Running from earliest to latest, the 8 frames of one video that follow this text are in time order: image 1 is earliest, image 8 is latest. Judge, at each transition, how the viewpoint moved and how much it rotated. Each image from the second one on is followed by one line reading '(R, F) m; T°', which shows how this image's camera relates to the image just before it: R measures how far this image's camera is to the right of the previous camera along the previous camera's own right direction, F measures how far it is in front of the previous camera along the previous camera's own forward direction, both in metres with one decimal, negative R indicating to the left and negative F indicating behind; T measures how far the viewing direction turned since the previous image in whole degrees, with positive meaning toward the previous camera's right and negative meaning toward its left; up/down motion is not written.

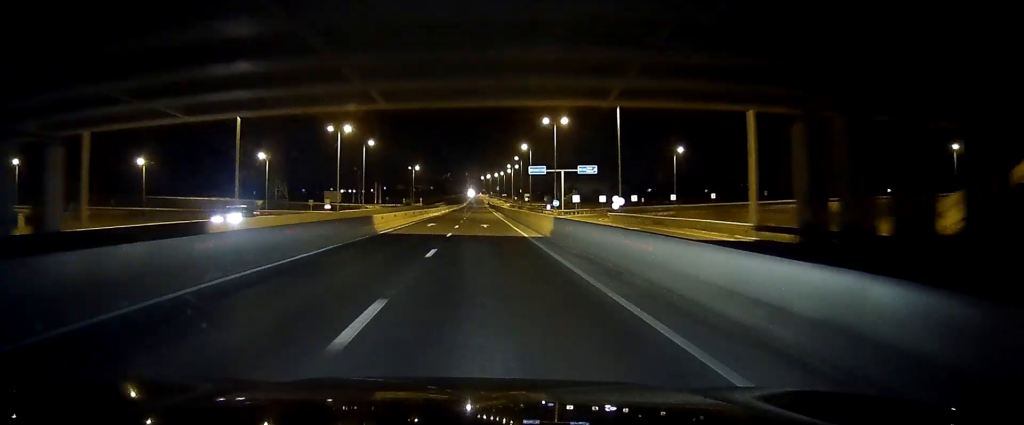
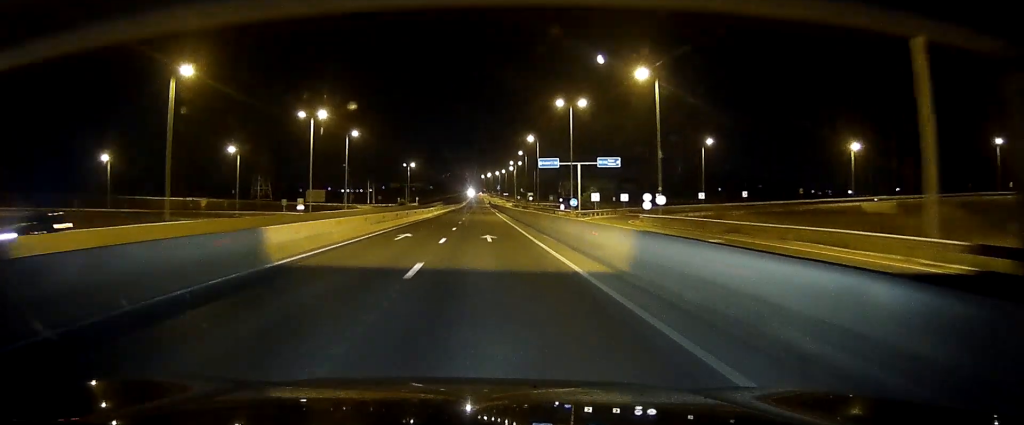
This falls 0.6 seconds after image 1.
(-0.1, +16.5) m; 0°
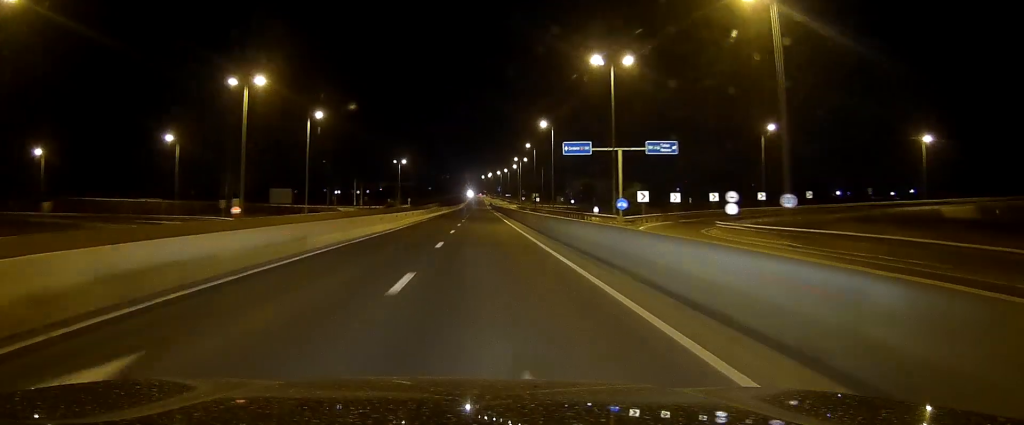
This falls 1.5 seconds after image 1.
(+0.1, +26.1) m; 0°
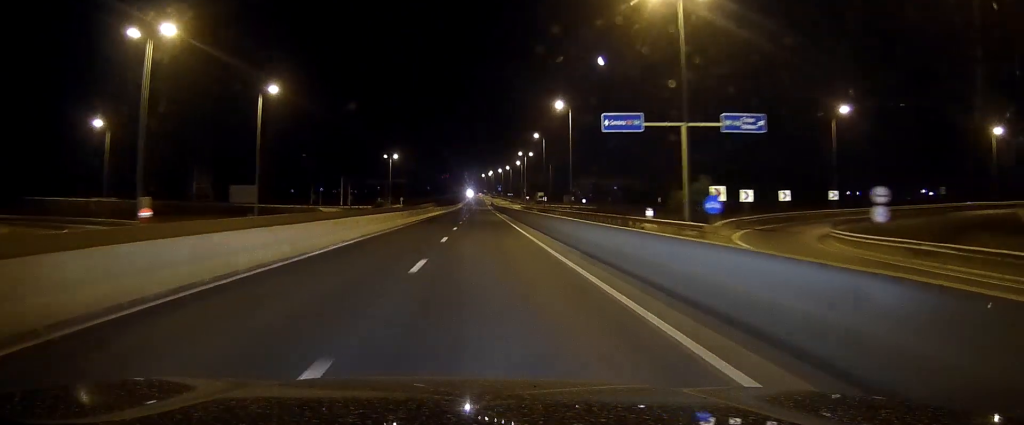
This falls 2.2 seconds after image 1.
(0.0, +20.4) m; 0°
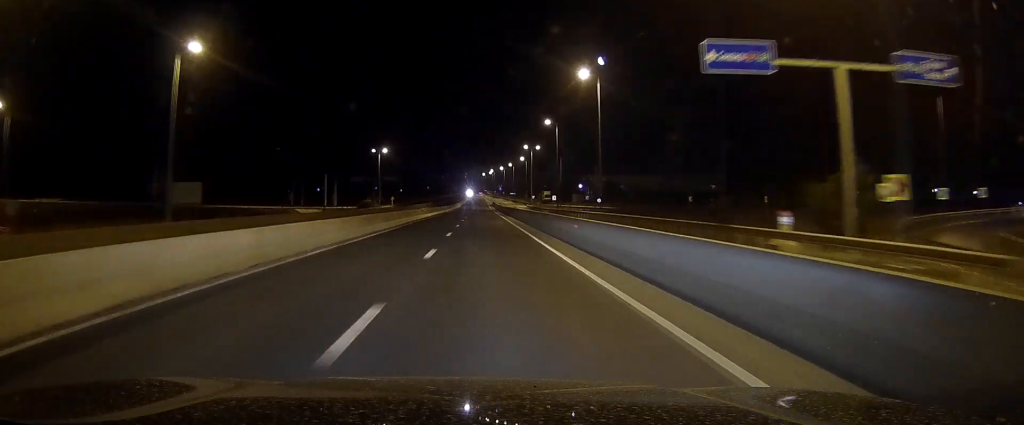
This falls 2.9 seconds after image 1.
(0.0, +20.4) m; 0°
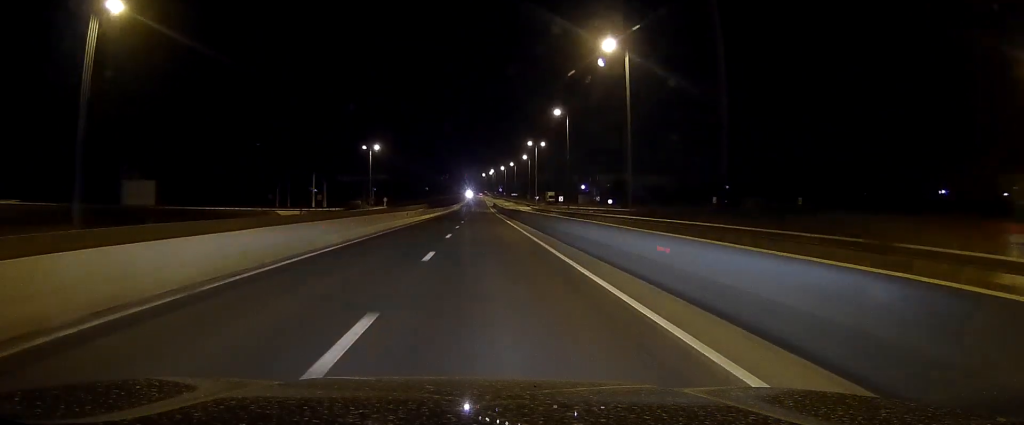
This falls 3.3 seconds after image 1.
(0.0, +12.6) m; 0°
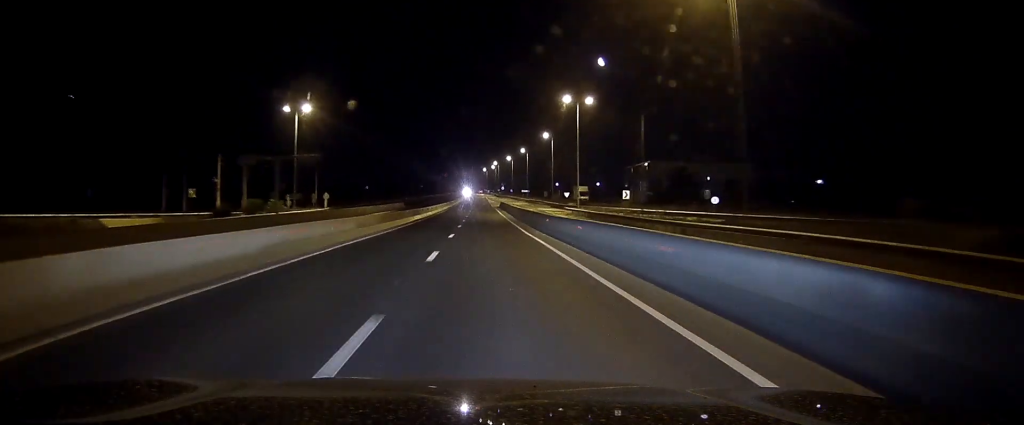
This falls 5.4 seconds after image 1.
(-0.1, +59.9) m; 0°
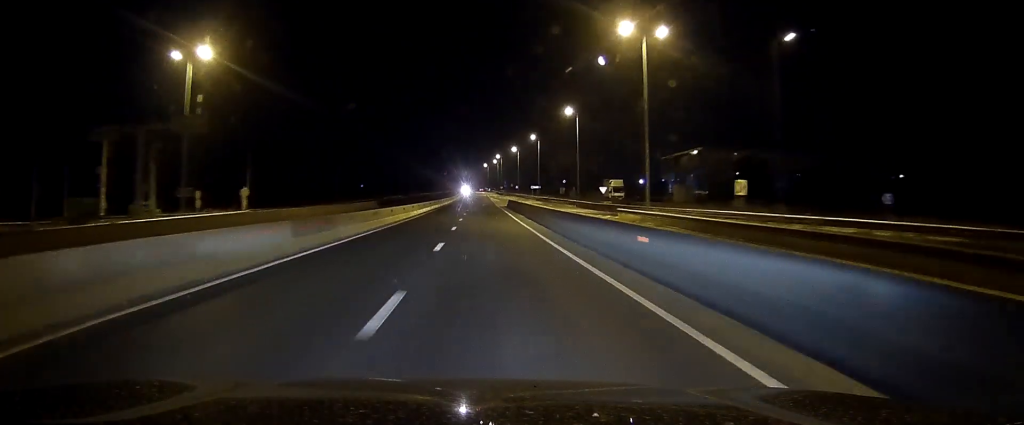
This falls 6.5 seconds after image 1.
(0.0, +33.8) m; 0°
